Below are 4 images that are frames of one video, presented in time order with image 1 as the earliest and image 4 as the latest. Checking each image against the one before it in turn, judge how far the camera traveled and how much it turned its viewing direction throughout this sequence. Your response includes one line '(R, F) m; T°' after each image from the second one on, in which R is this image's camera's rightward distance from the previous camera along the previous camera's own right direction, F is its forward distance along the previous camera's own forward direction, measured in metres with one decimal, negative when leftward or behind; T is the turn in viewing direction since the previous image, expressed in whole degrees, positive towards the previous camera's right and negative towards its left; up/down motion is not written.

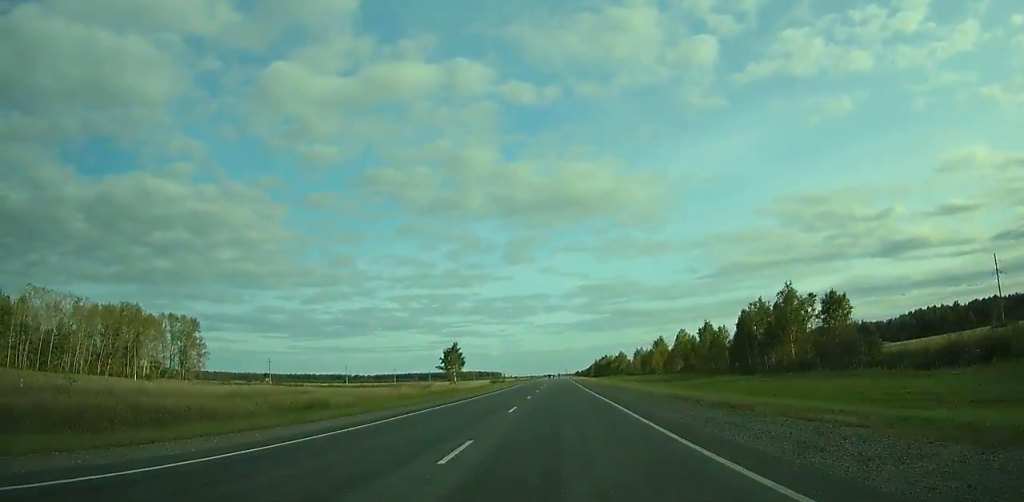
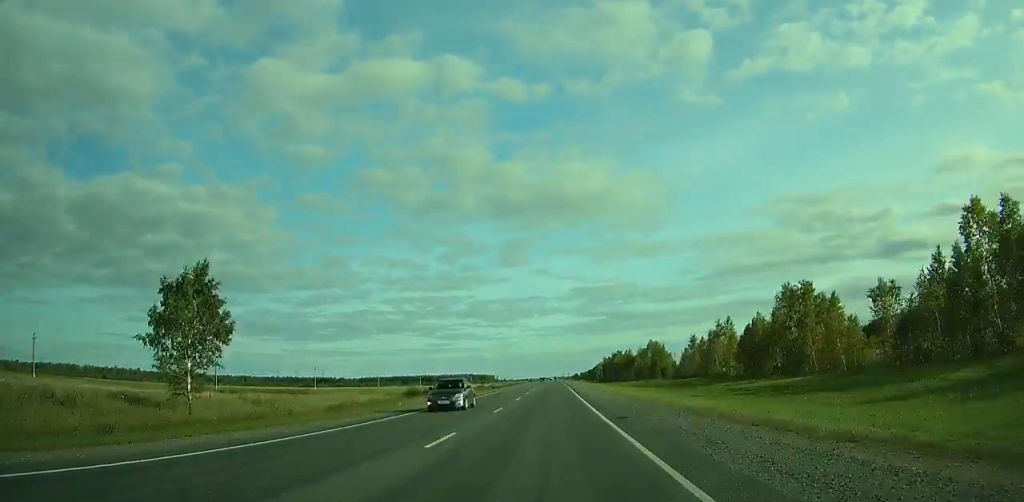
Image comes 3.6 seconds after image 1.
(-0.4, +93.3) m; 0°
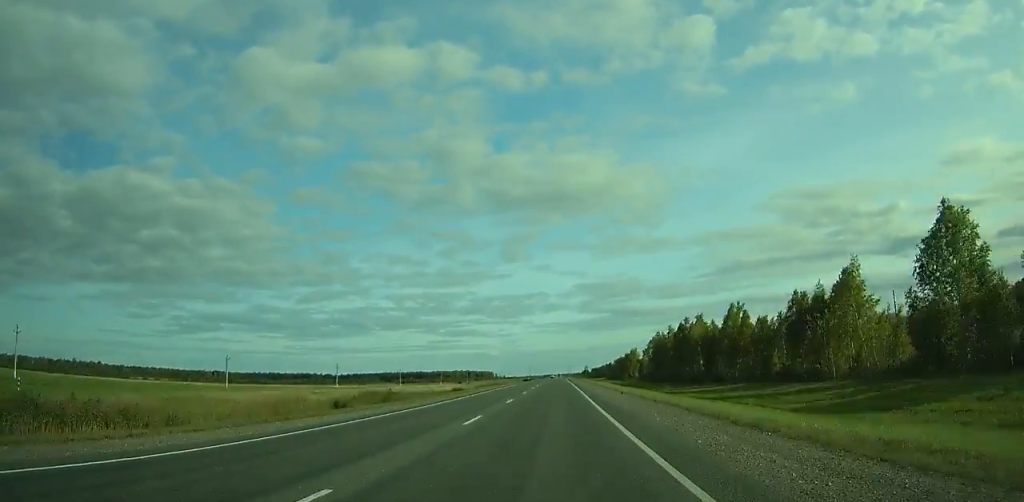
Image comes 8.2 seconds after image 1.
(-0.5, +127.9) m; 0°
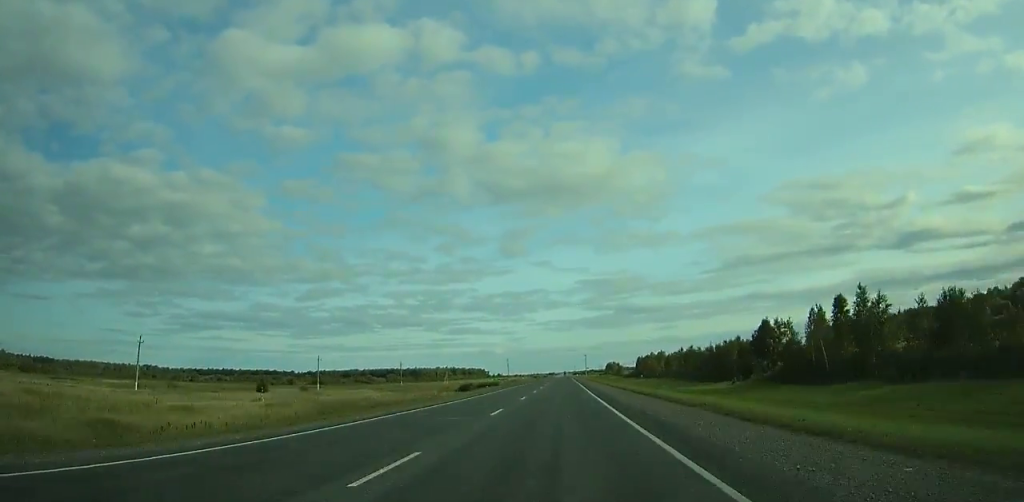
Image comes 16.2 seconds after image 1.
(-0.2, +236.6) m; 0°
